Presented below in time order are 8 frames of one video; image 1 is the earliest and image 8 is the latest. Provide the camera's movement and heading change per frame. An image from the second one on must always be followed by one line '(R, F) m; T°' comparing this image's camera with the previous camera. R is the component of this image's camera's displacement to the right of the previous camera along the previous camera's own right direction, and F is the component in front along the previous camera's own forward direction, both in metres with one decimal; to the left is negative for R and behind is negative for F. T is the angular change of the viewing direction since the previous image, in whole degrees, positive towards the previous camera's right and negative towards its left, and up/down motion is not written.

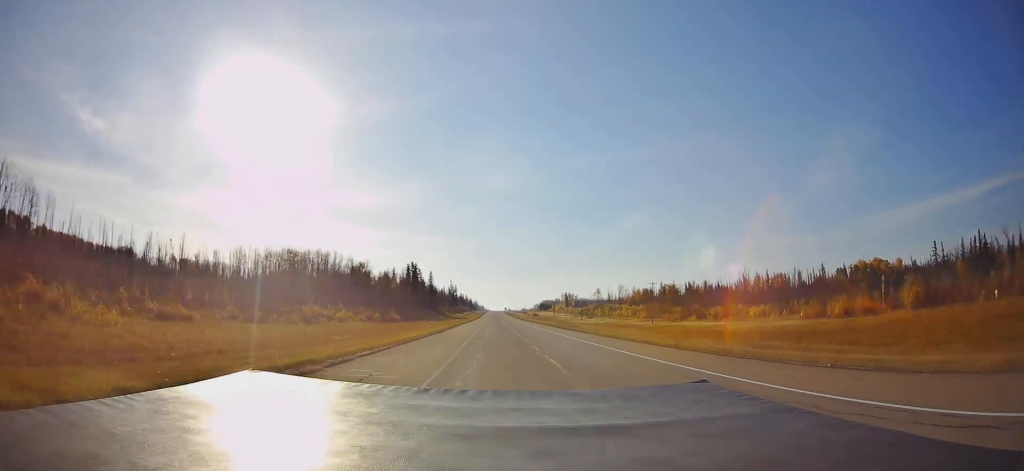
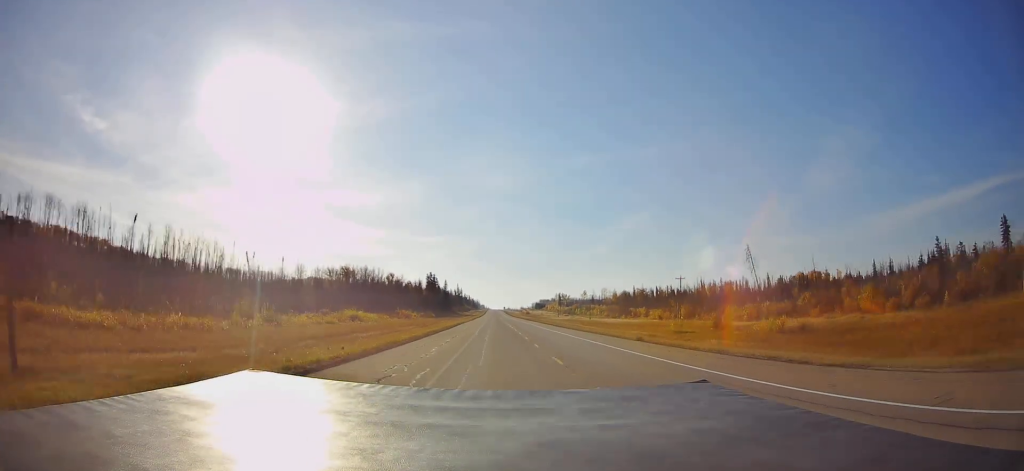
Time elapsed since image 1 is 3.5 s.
(0.0, +81.5) m; 0°
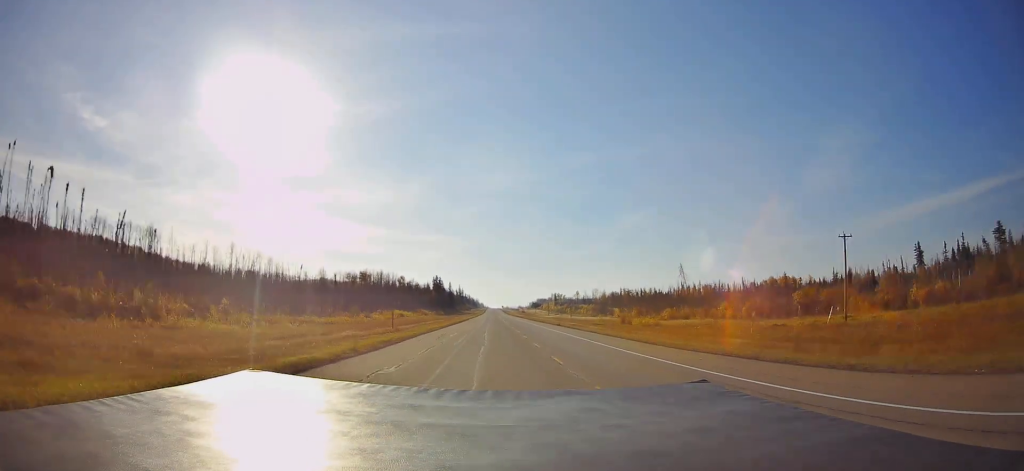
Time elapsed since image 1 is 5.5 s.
(0.0, +46.7) m; 0°
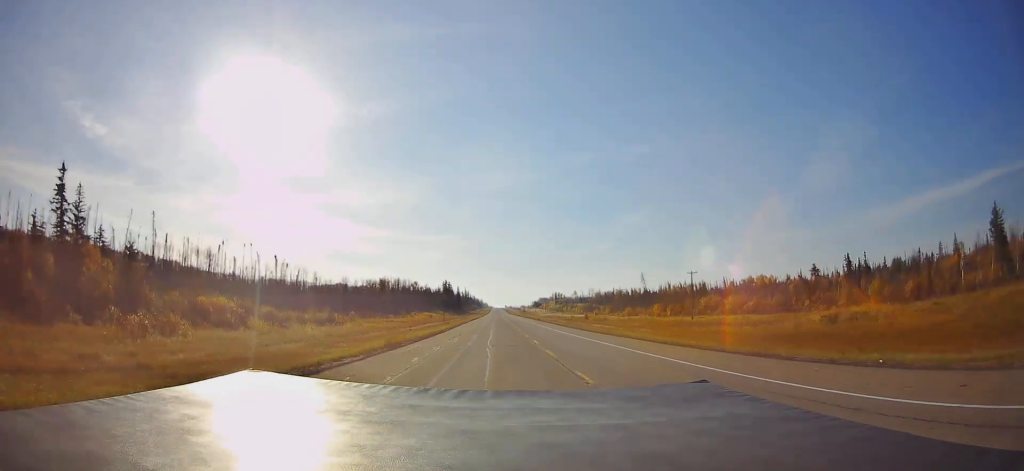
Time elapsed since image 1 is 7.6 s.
(0.0, +49.1) m; -1°
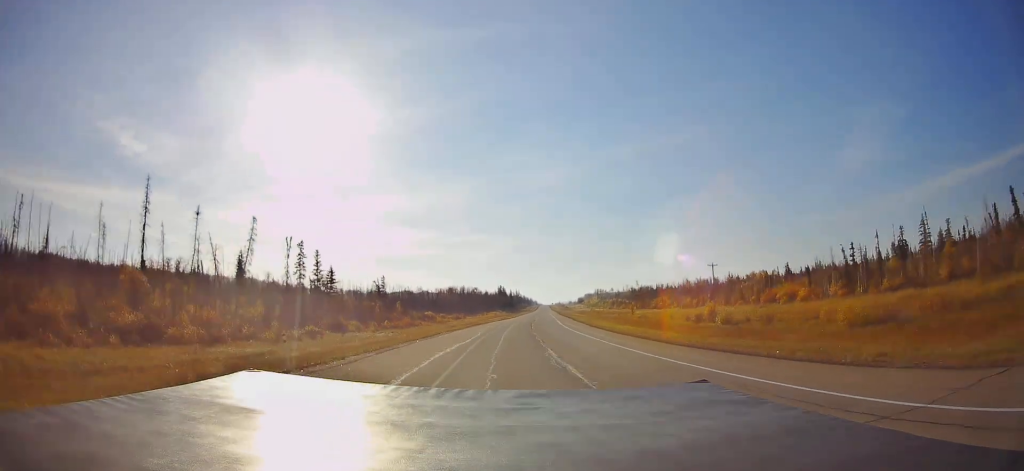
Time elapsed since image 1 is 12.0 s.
(-4.2, +103.3) m; -6°
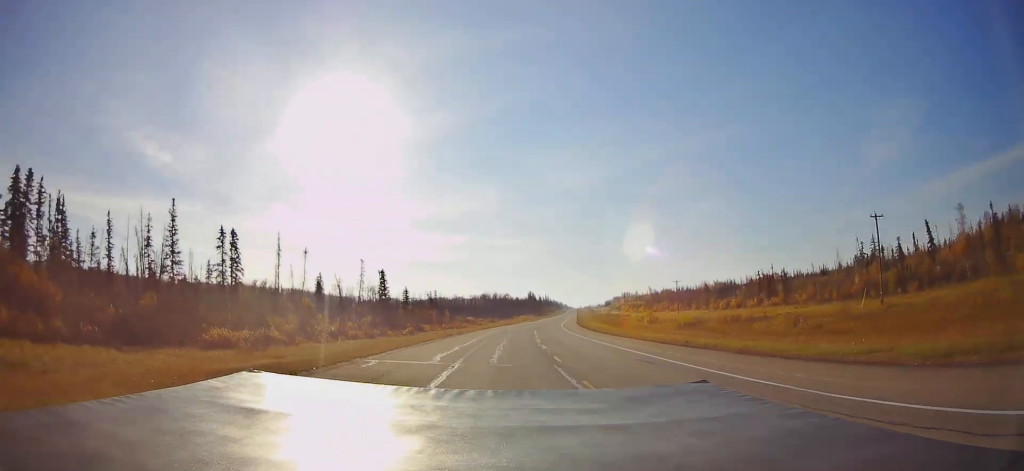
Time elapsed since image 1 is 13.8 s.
(-0.7, +42.5) m; -3°
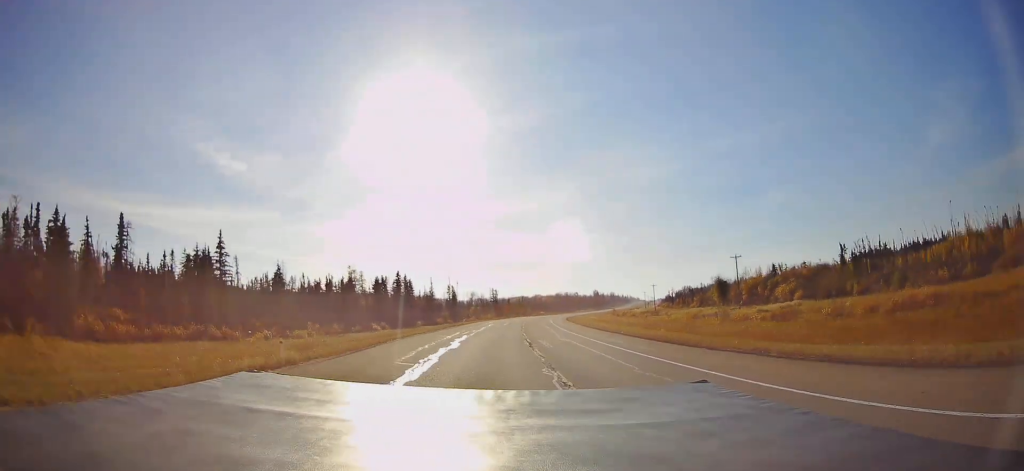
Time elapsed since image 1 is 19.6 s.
(-10.4, +138.0) m; -9°
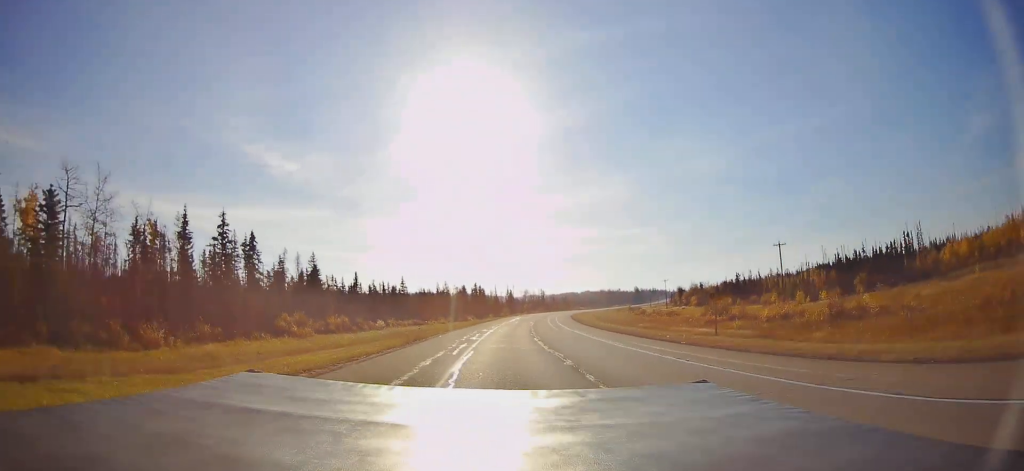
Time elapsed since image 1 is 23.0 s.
(-4.0, +81.6) m; -5°
